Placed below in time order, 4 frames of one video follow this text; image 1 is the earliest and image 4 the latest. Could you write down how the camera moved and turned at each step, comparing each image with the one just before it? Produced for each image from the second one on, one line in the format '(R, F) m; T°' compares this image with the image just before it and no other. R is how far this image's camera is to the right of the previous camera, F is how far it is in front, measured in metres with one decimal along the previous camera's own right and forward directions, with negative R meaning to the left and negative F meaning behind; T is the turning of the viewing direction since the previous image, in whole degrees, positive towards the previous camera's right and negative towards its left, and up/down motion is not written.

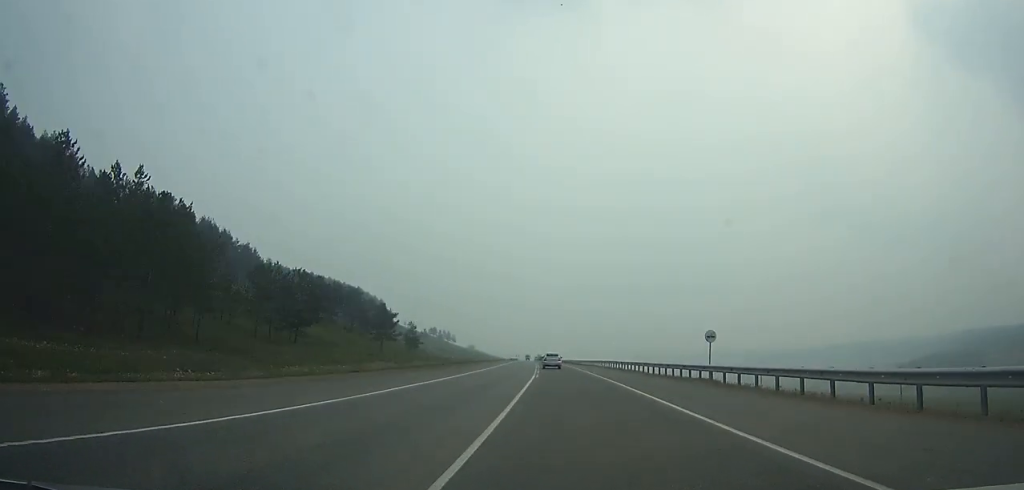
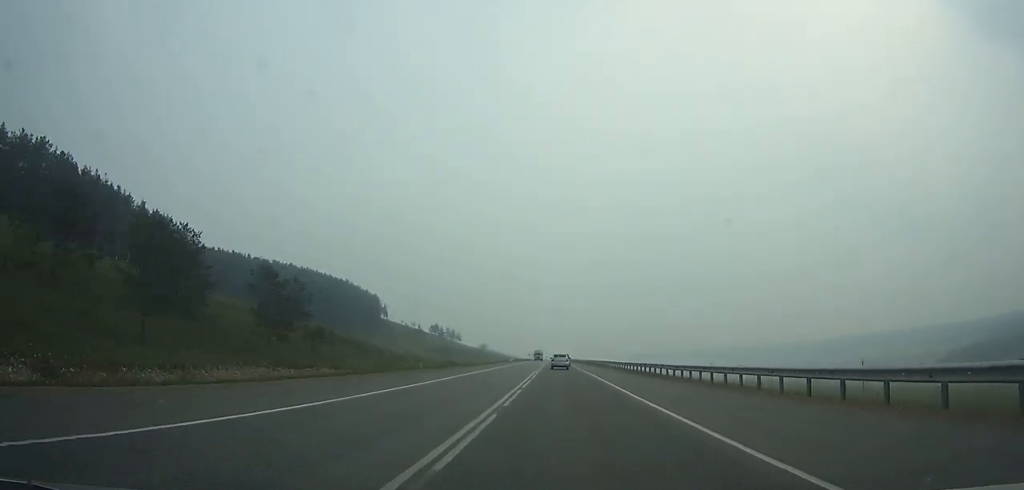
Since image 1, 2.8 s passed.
(-0.9, +56.4) m; -1°
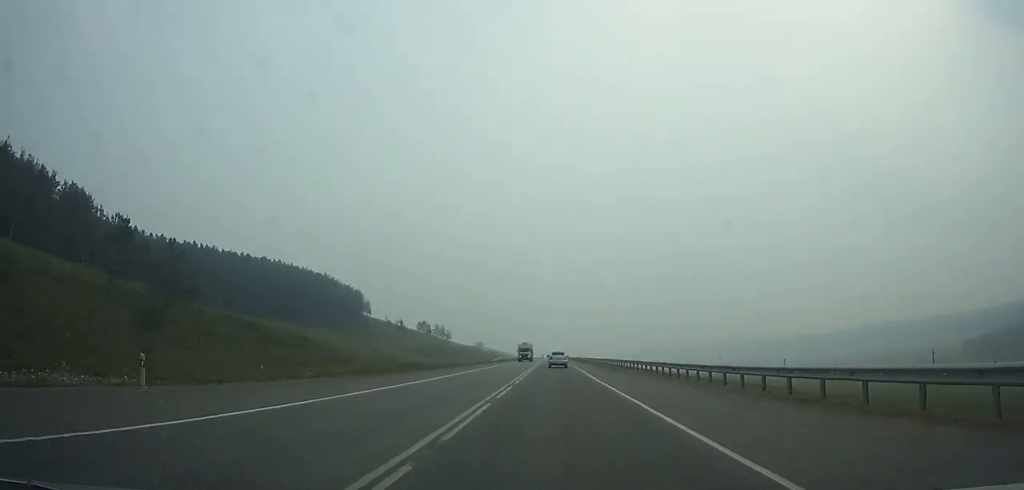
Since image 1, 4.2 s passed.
(-0.1, +28.0) m; 0°
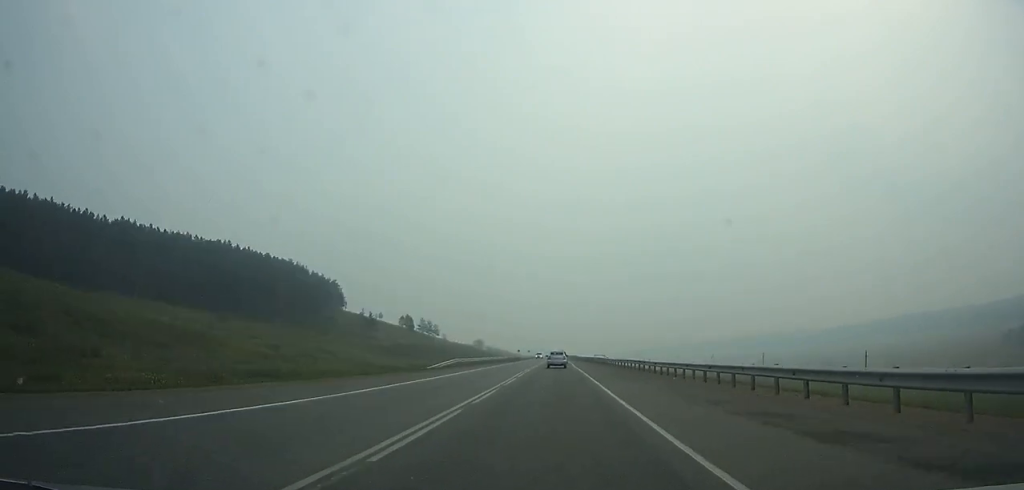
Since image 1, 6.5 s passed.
(-0.1, +46.0) m; 0°
